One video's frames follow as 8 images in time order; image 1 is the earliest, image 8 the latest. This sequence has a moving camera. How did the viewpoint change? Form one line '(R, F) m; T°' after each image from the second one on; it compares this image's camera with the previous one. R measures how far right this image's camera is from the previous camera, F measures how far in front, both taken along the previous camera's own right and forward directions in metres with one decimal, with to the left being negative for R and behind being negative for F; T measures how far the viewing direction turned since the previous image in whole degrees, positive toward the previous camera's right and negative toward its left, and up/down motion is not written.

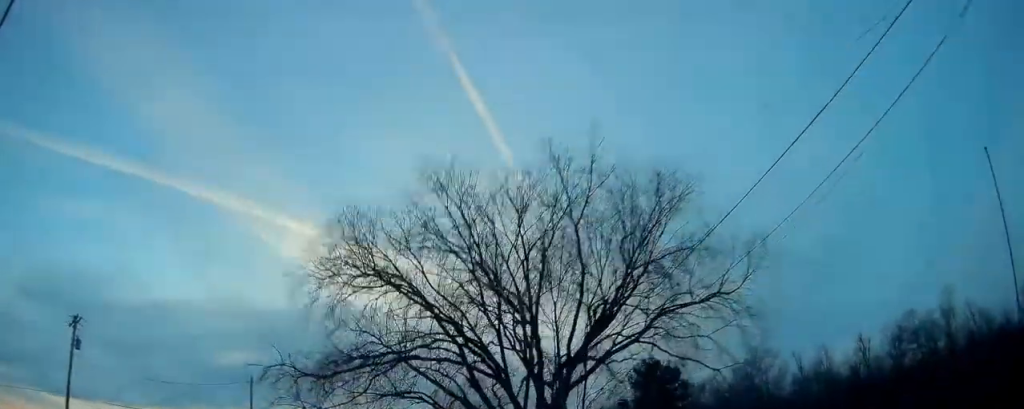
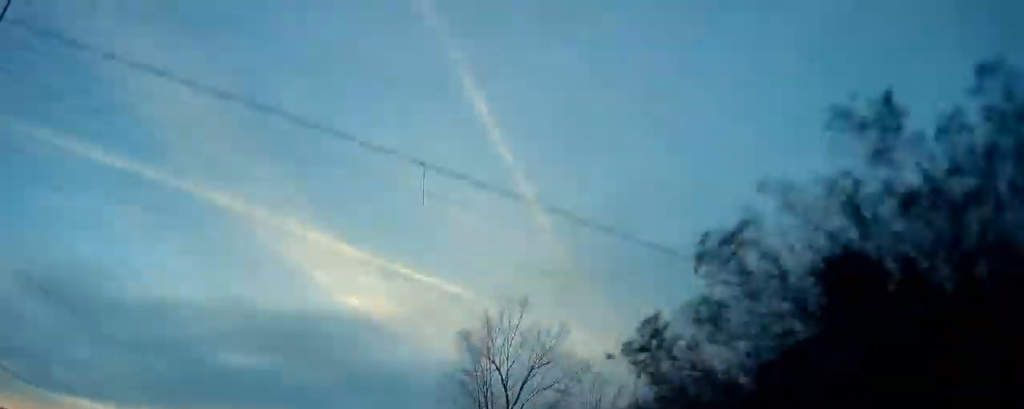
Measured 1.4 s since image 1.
(-0.9, +32.2) m; +2°
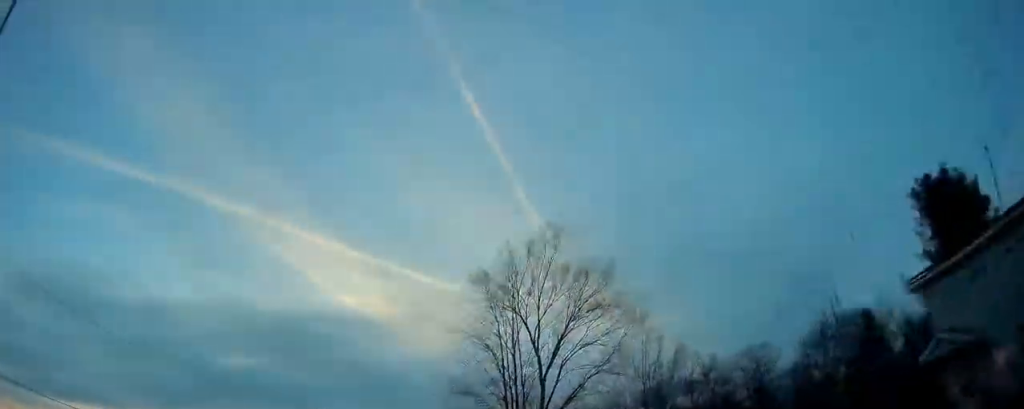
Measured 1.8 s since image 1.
(+0.1, +10.0) m; +1°
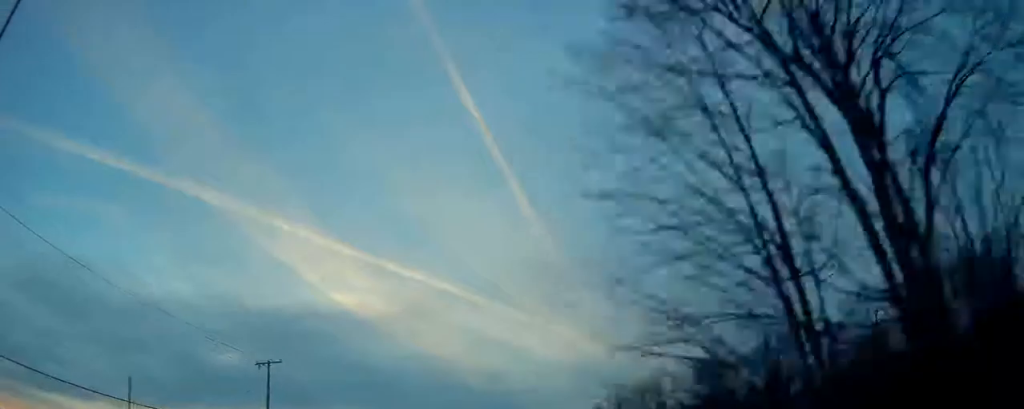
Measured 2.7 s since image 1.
(+0.3, +21.5) m; +1°
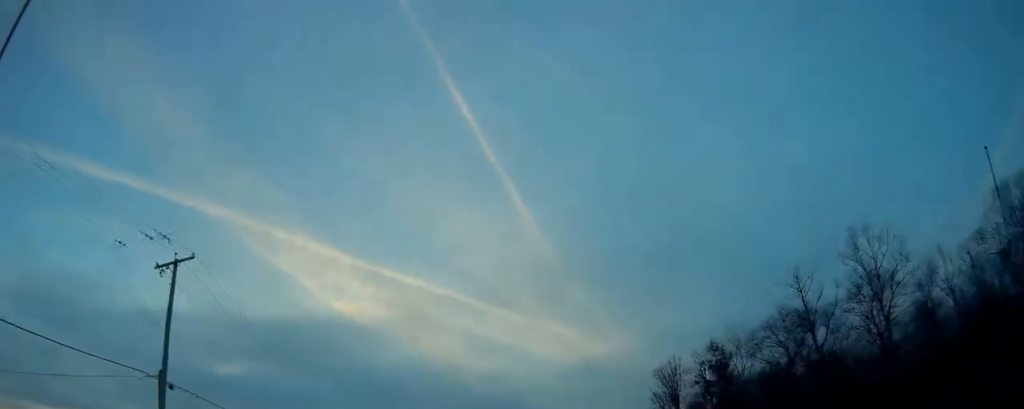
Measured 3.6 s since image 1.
(+0.3, +20.6) m; 0°
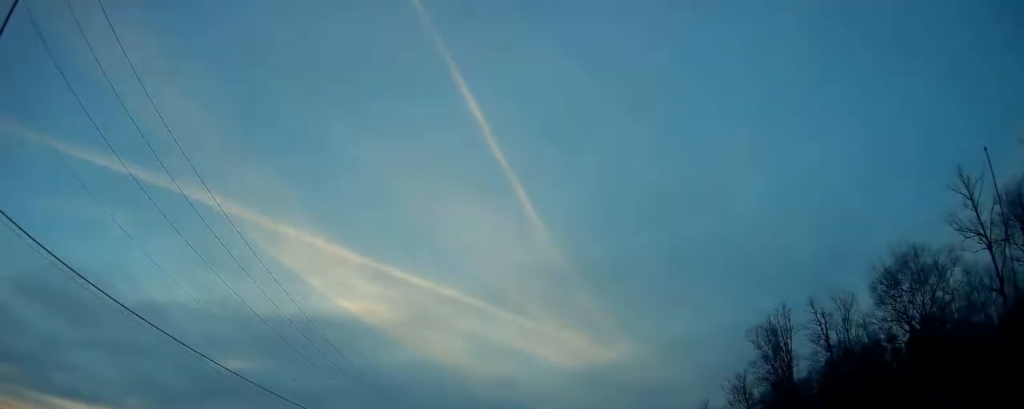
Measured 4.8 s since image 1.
(-0.4, +25.7) m; -1°
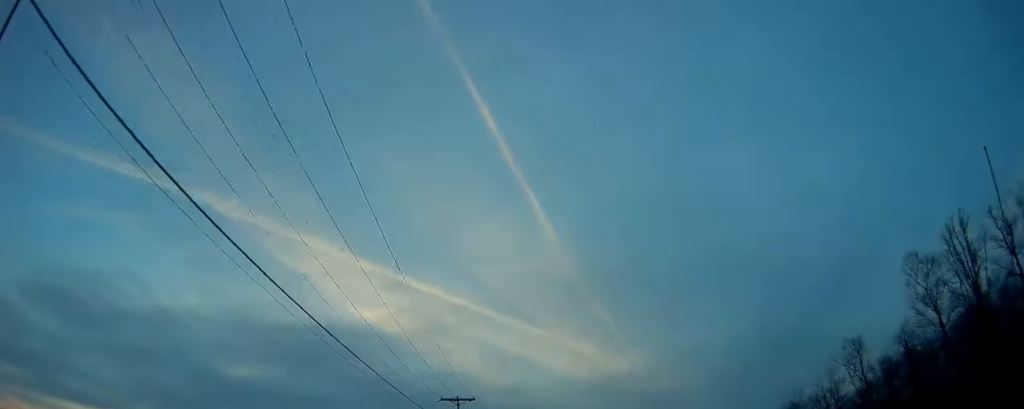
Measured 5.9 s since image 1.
(0.0, +25.3) m; -1°
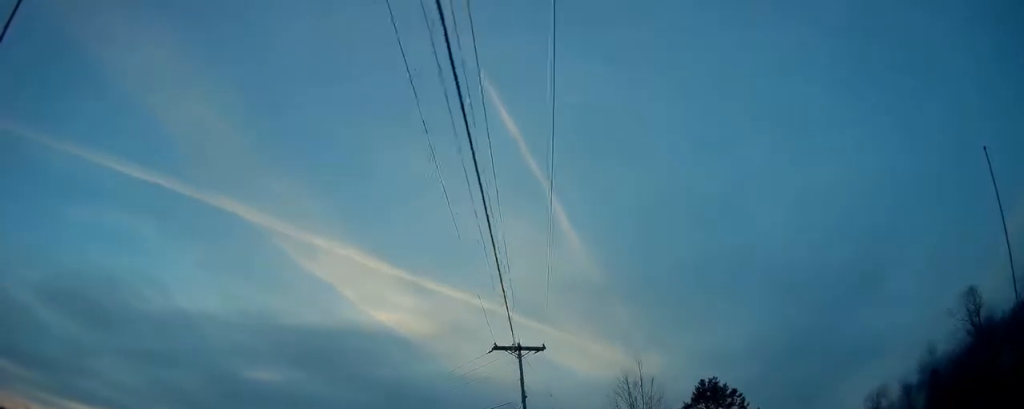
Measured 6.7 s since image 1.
(-0.2, +17.7) m; -2°
